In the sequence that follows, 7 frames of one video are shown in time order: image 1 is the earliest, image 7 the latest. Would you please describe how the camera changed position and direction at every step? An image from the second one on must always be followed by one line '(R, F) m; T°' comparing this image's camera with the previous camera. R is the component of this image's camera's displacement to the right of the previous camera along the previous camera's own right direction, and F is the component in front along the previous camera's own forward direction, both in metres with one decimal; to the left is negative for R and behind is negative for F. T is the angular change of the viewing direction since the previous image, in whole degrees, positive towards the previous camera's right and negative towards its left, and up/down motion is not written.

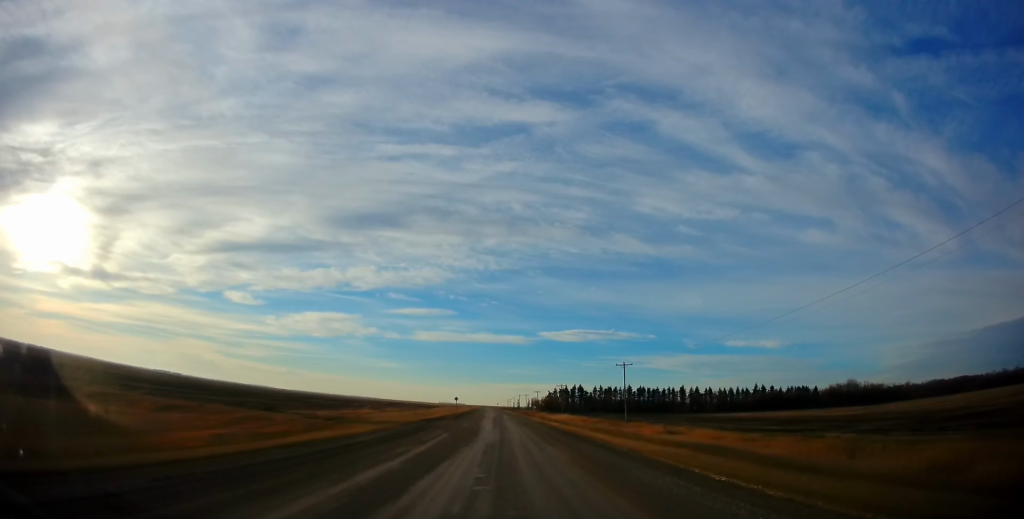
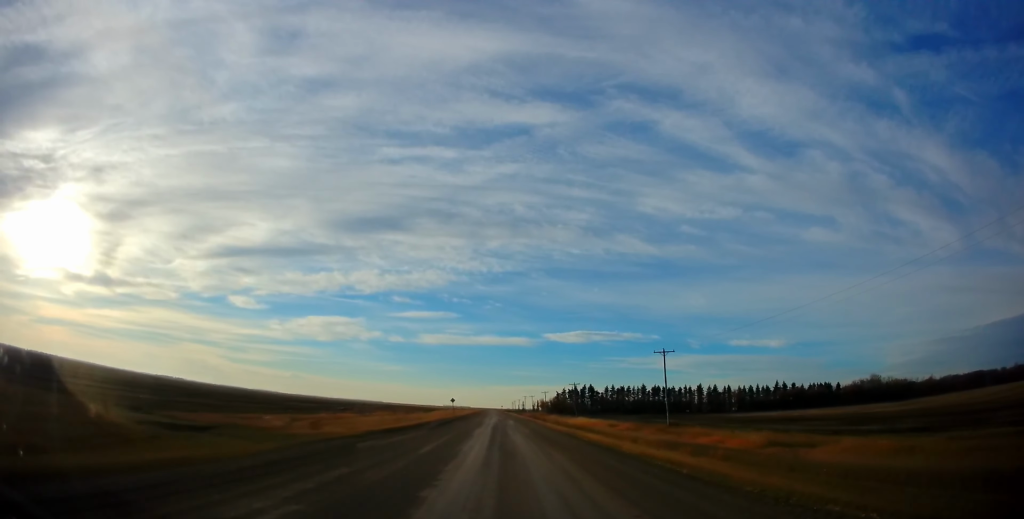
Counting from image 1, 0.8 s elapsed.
(0.0, +17.3) m; -1°
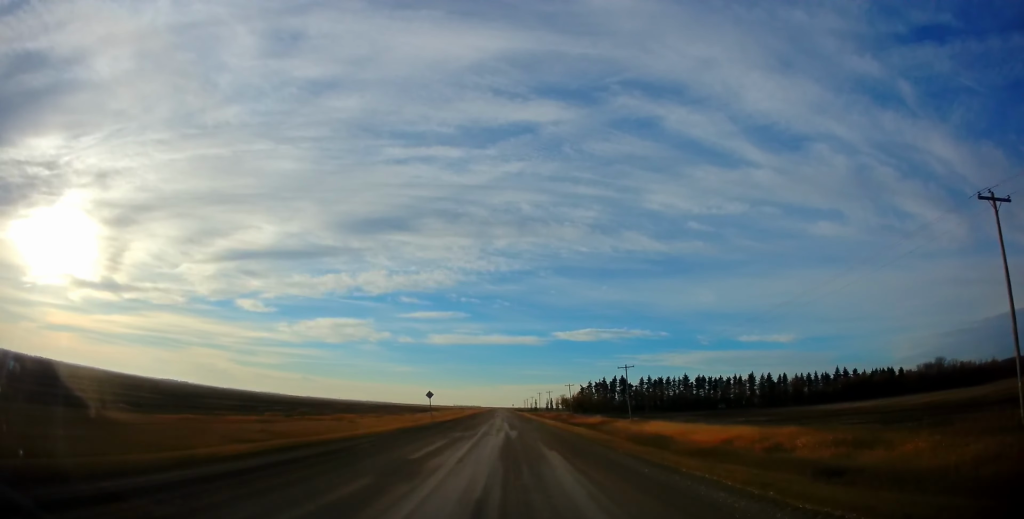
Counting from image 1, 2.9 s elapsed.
(-0.6, +39.5) m; -1°
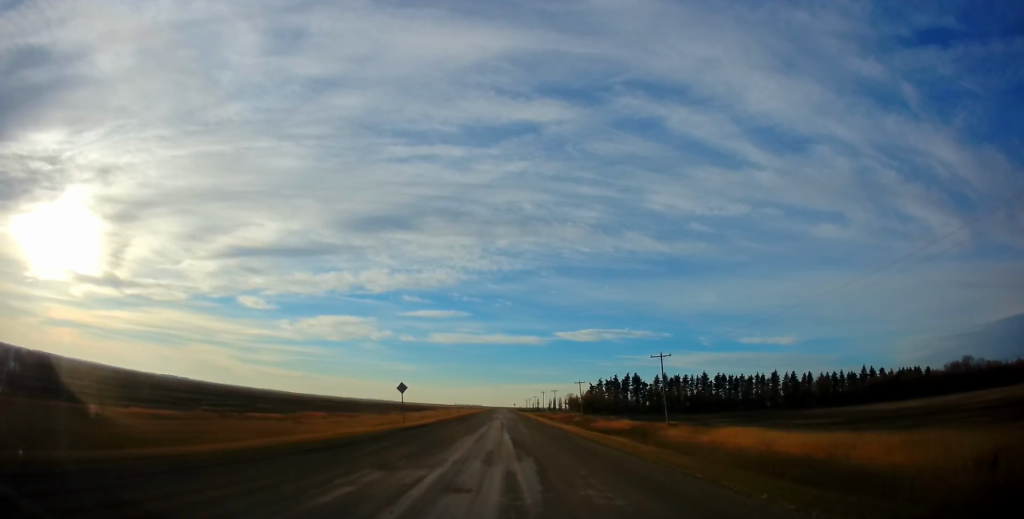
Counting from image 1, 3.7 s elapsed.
(0.0, +17.1) m; 0°
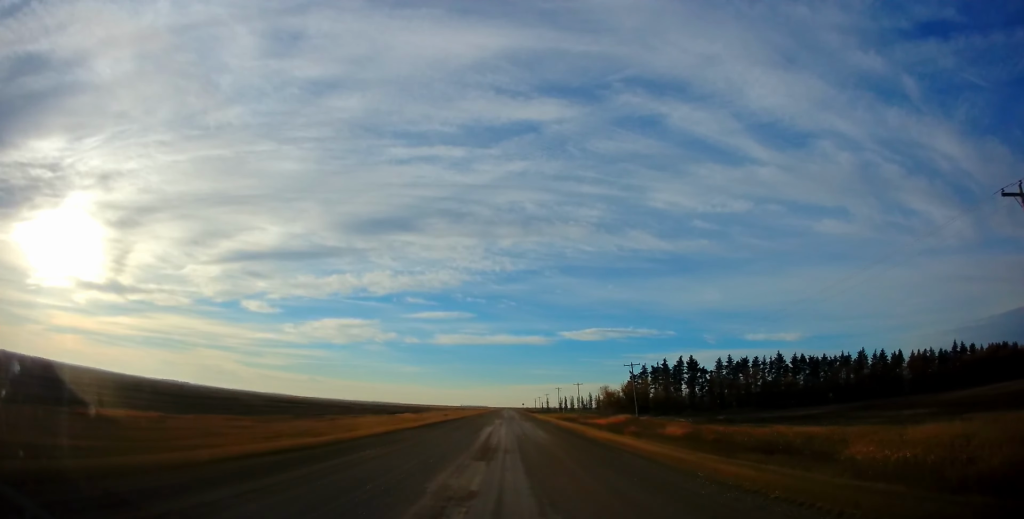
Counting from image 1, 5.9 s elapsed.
(-0.2, +51.5) m; -1°
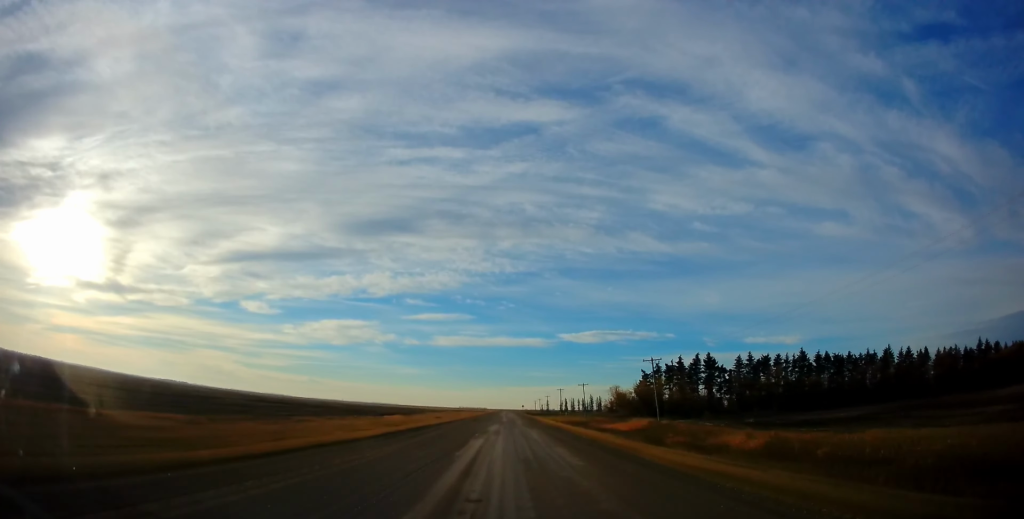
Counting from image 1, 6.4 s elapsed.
(0.0, +13.2) m; 0°
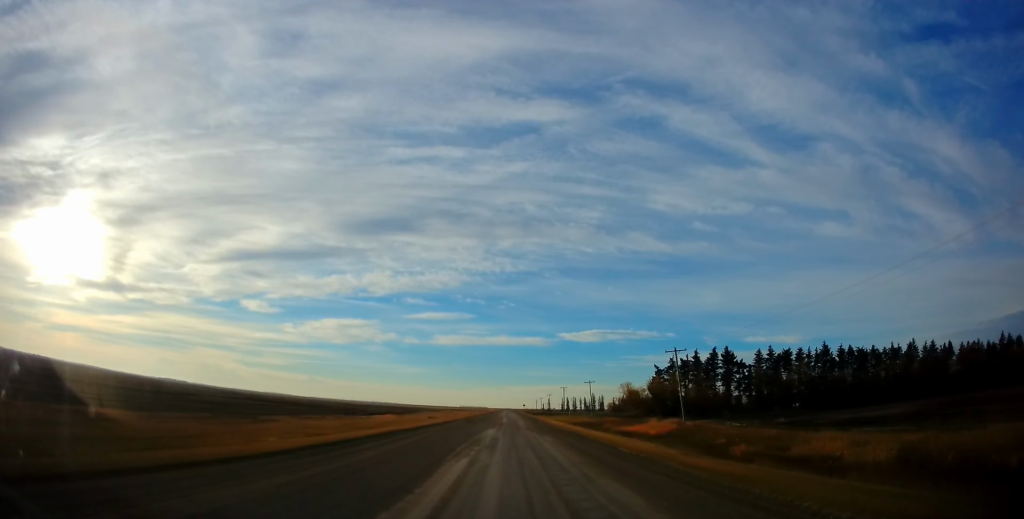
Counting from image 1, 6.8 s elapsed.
(0.0, +10.7) m; 0°
